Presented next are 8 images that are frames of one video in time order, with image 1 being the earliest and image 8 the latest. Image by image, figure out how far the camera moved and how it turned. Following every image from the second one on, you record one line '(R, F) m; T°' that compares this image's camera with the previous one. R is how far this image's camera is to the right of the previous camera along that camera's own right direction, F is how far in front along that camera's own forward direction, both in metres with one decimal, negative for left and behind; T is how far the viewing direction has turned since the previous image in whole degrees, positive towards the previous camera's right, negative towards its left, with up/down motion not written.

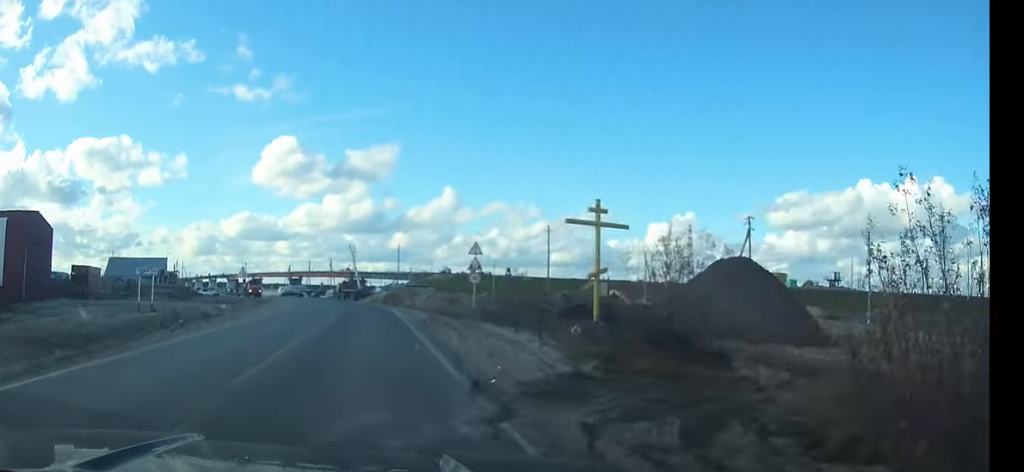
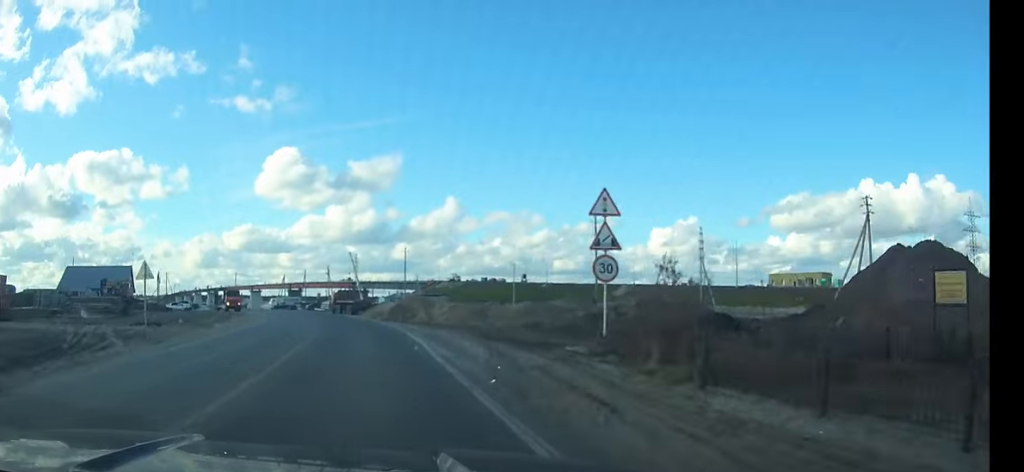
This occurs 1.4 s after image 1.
(-0.1, +19.7) m; -1°
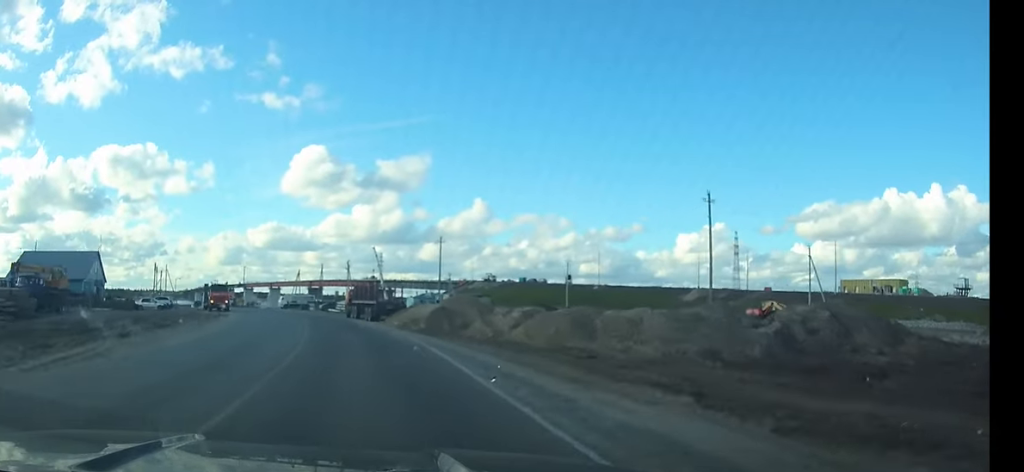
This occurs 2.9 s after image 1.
(-0.3, +21.5) m; -3°
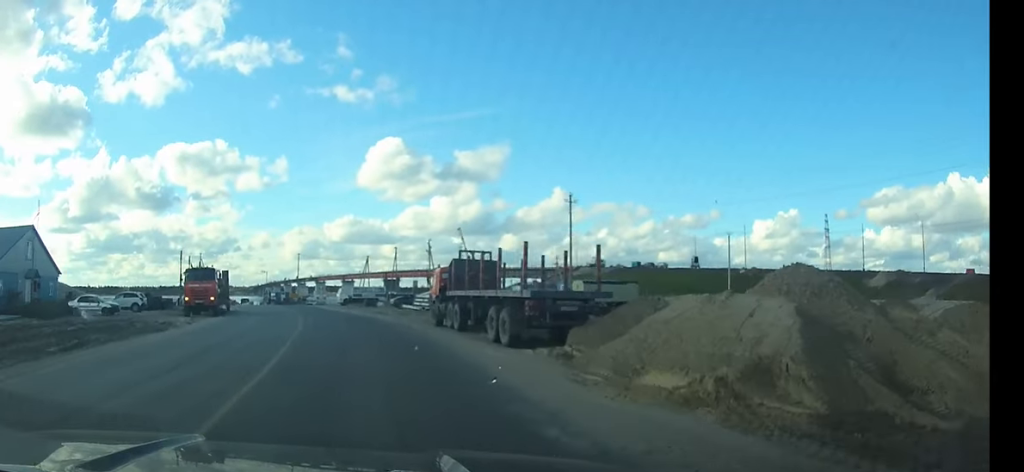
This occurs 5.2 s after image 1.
(-2.1, +31.7) m; -7°
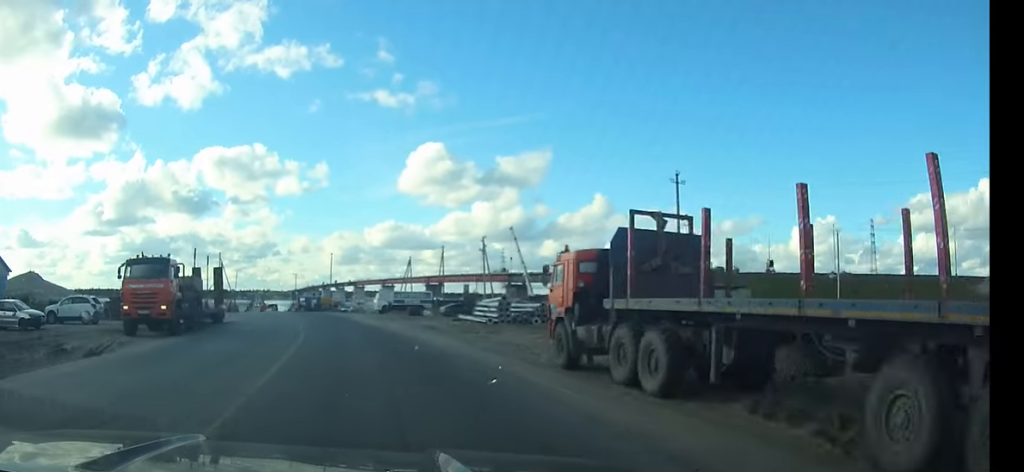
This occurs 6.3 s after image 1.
(-0.4, +15.8) m; -3°
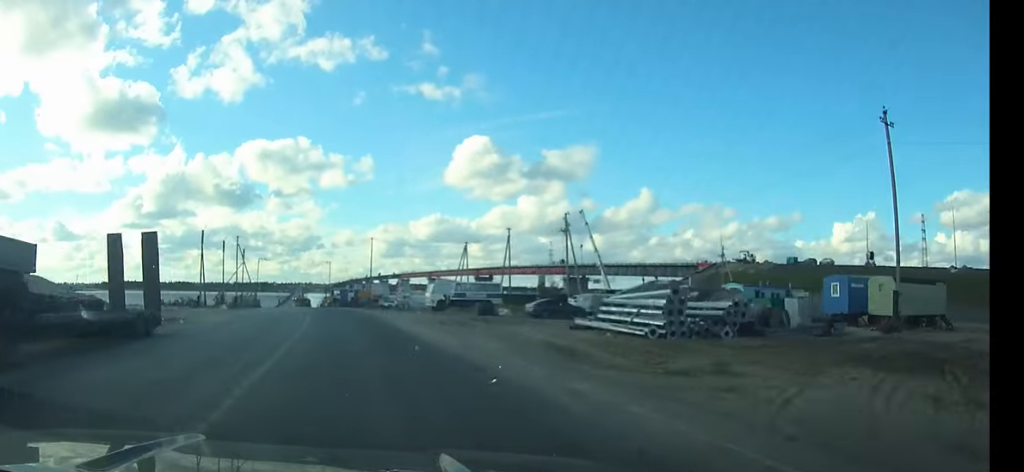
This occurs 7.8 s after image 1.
(-0.8, +20.0) m; -4°
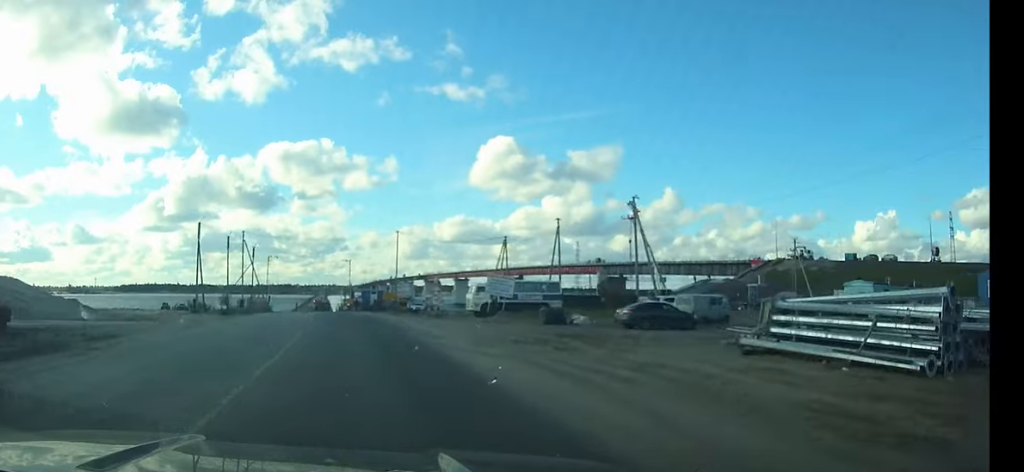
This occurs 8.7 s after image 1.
(-0.3, +12.9) m; -2°
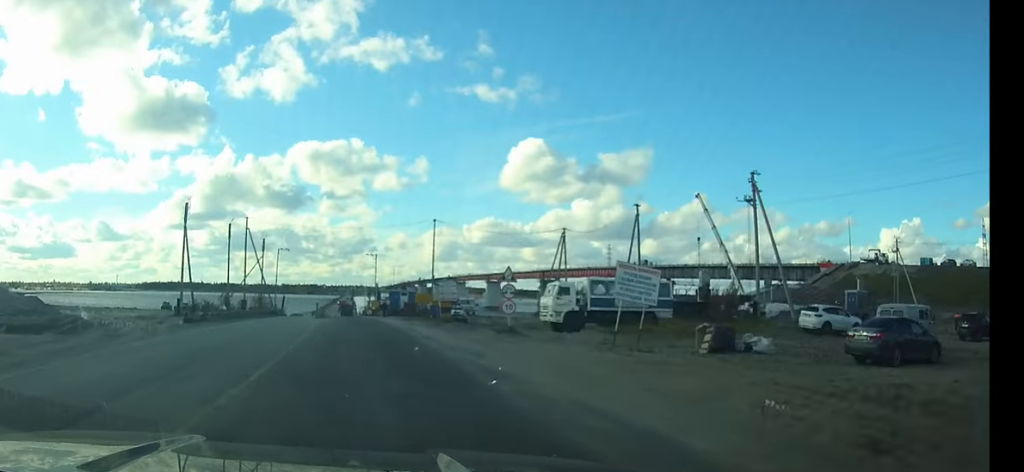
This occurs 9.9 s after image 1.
(-0.4, +16.2) m; -2°
